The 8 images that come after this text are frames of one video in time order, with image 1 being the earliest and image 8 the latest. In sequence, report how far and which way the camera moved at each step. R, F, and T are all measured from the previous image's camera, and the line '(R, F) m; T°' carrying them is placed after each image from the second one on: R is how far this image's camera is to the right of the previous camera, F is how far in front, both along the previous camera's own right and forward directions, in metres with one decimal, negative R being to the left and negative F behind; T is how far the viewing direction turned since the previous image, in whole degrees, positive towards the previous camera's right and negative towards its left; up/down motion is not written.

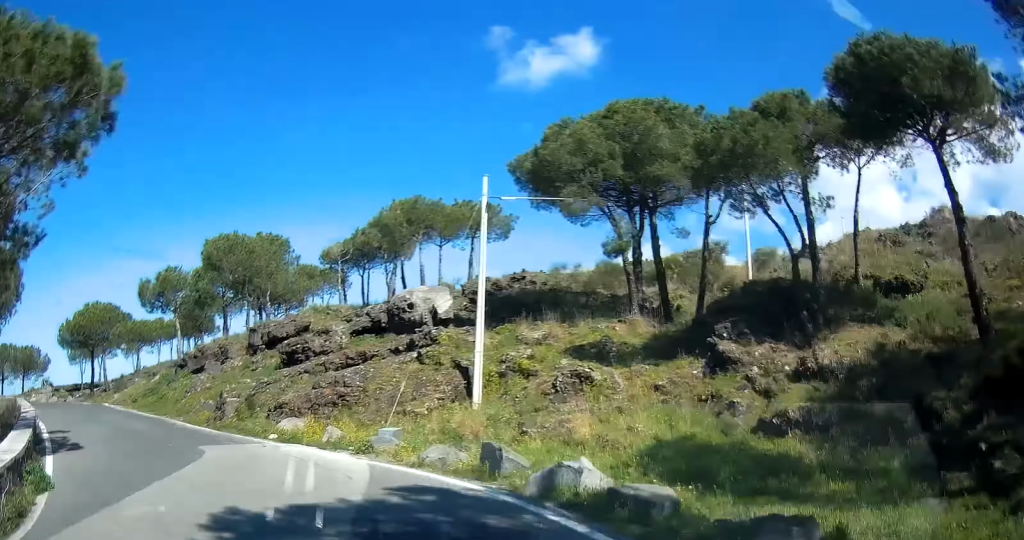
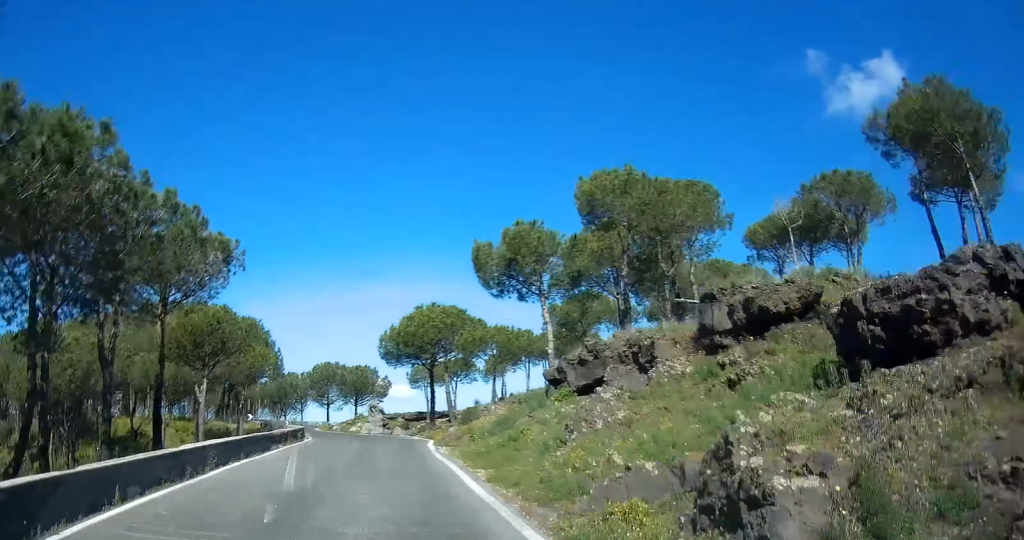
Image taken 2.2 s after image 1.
(-0.3, +17.7) m; -8°
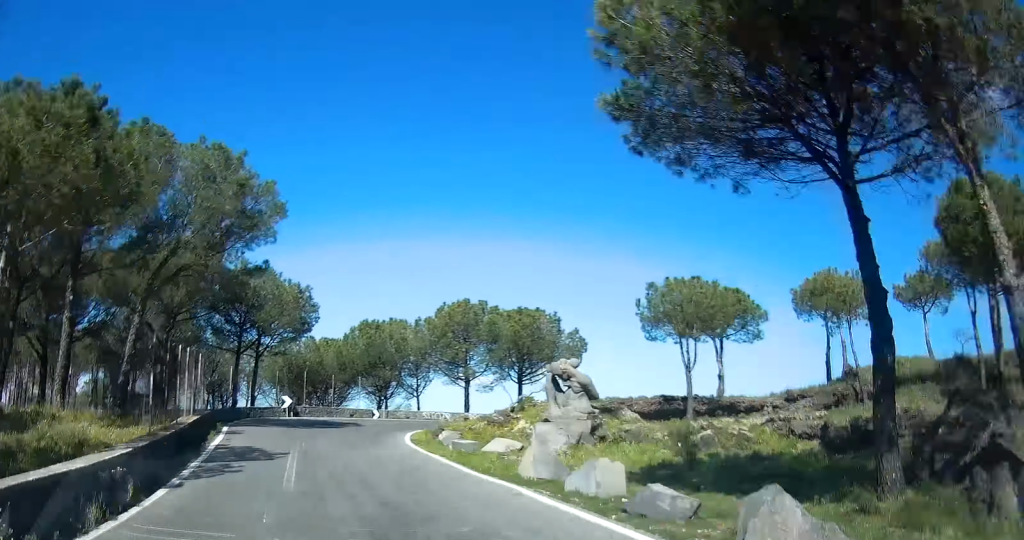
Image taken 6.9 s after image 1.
(-6.4, +36.5) m; -11°
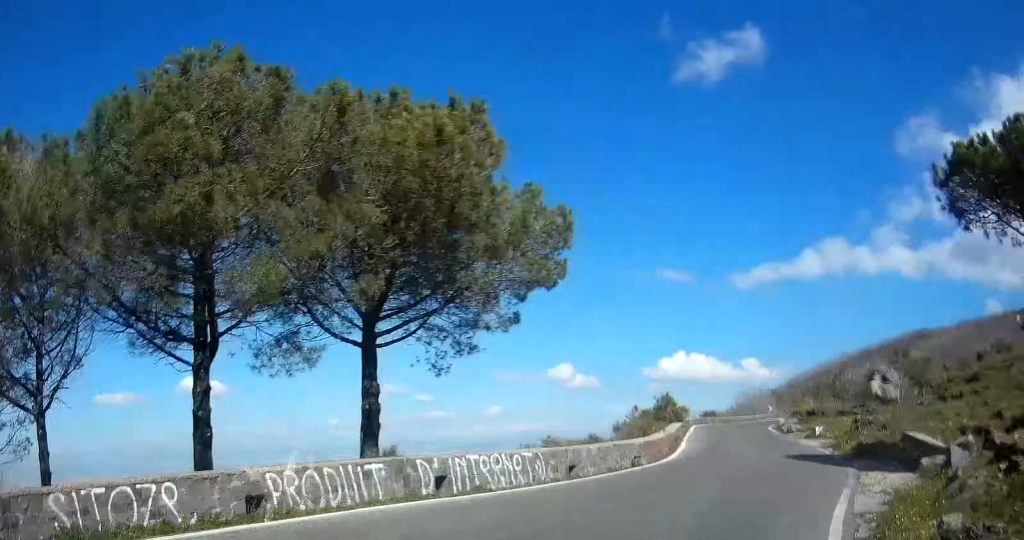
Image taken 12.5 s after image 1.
(+3.6, +38.7) m; +29°
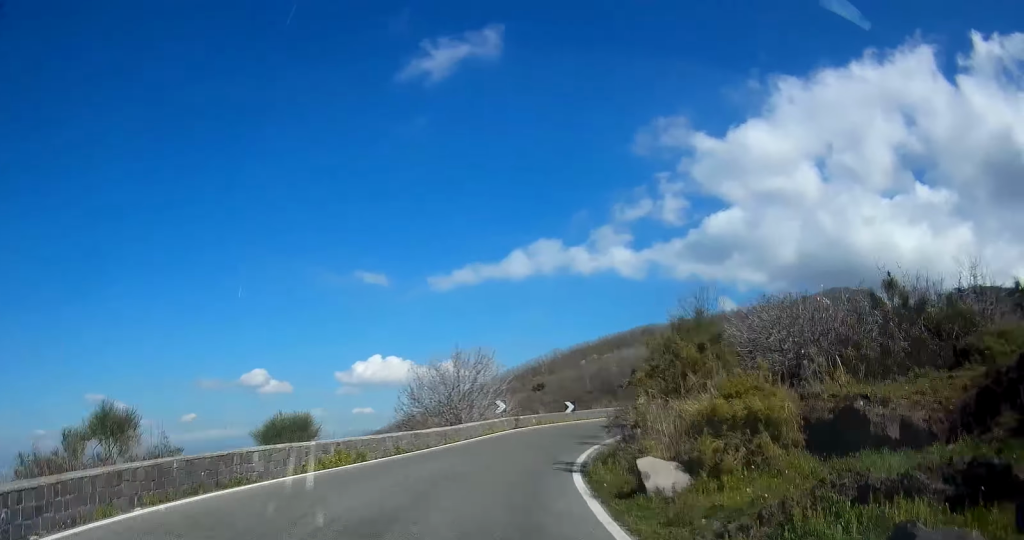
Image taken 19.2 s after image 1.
(+19.1, +51.5) m; +37°
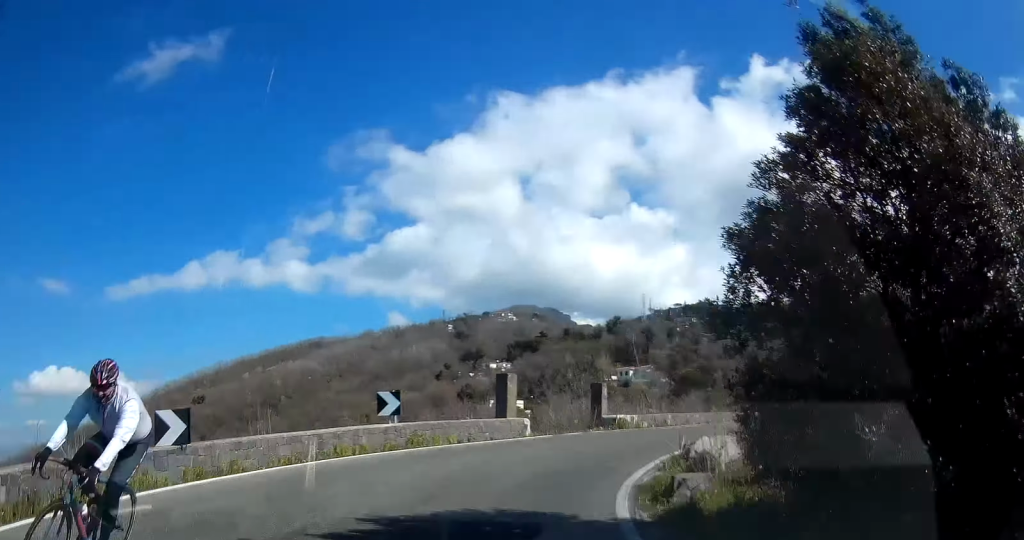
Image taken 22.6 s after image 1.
(+4.7, +26.5) m; +18°
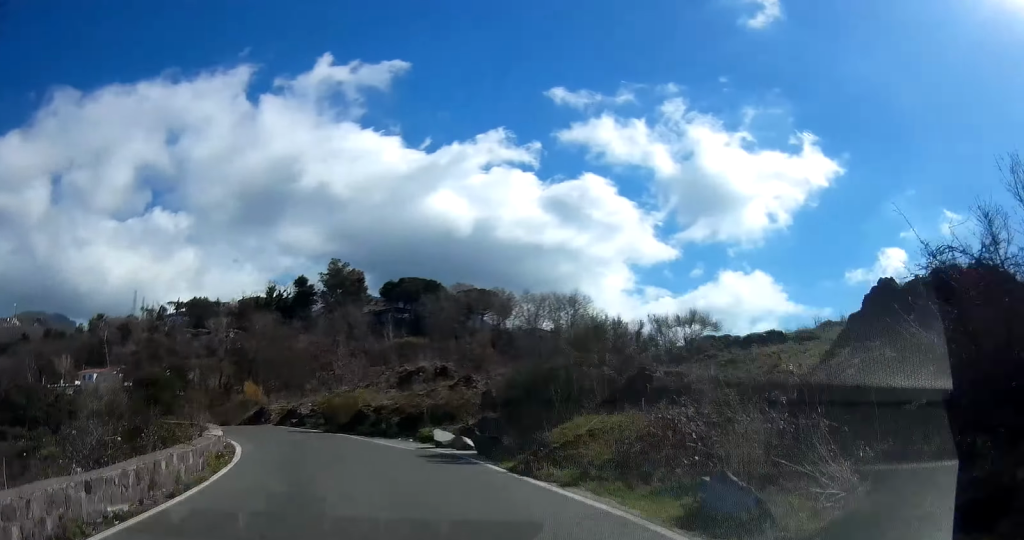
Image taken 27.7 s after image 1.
(+12.9, +44.6) m; +13°
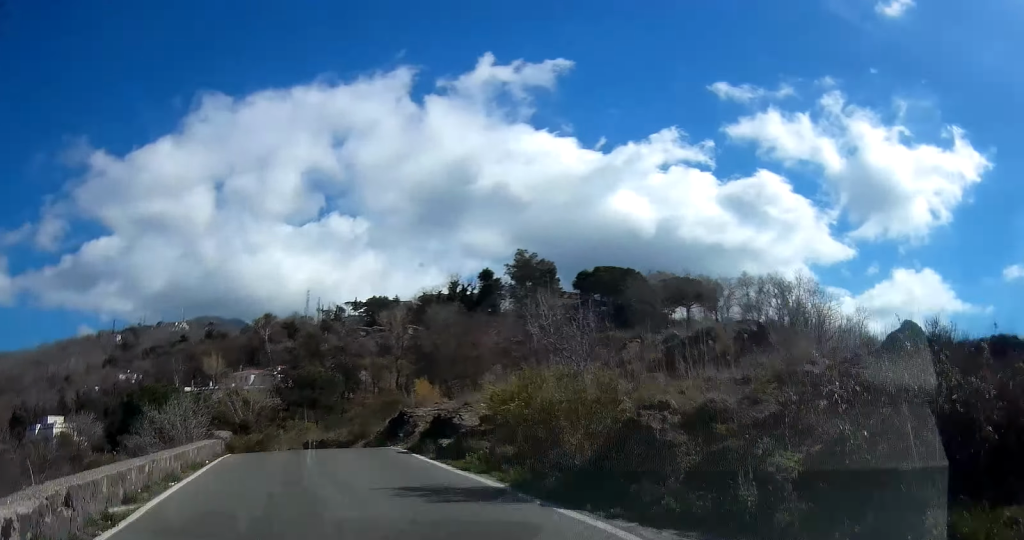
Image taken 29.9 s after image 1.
(+2.8, +19.9) m; -4°
